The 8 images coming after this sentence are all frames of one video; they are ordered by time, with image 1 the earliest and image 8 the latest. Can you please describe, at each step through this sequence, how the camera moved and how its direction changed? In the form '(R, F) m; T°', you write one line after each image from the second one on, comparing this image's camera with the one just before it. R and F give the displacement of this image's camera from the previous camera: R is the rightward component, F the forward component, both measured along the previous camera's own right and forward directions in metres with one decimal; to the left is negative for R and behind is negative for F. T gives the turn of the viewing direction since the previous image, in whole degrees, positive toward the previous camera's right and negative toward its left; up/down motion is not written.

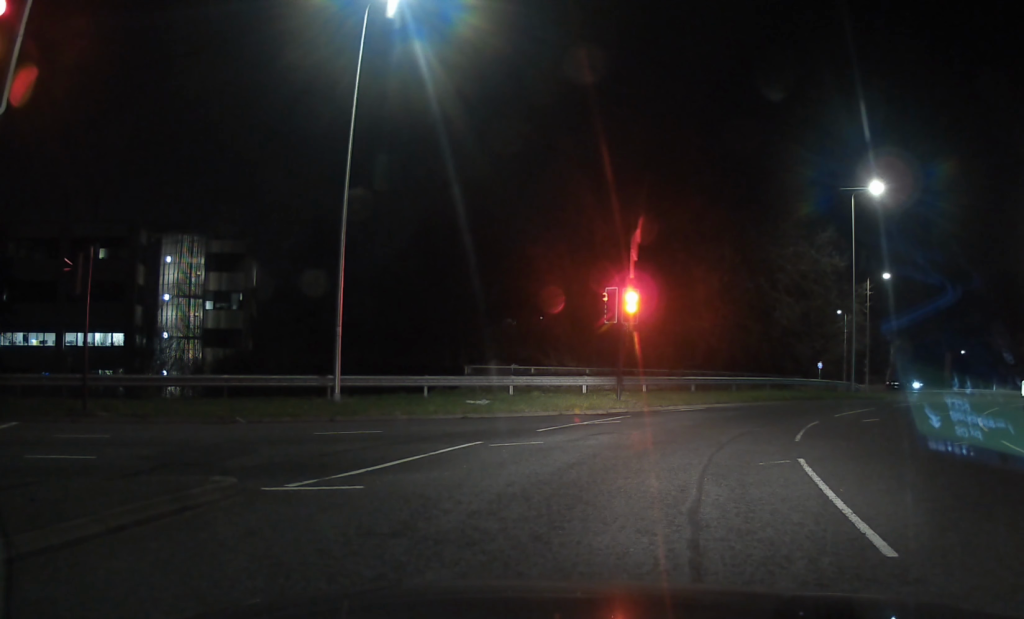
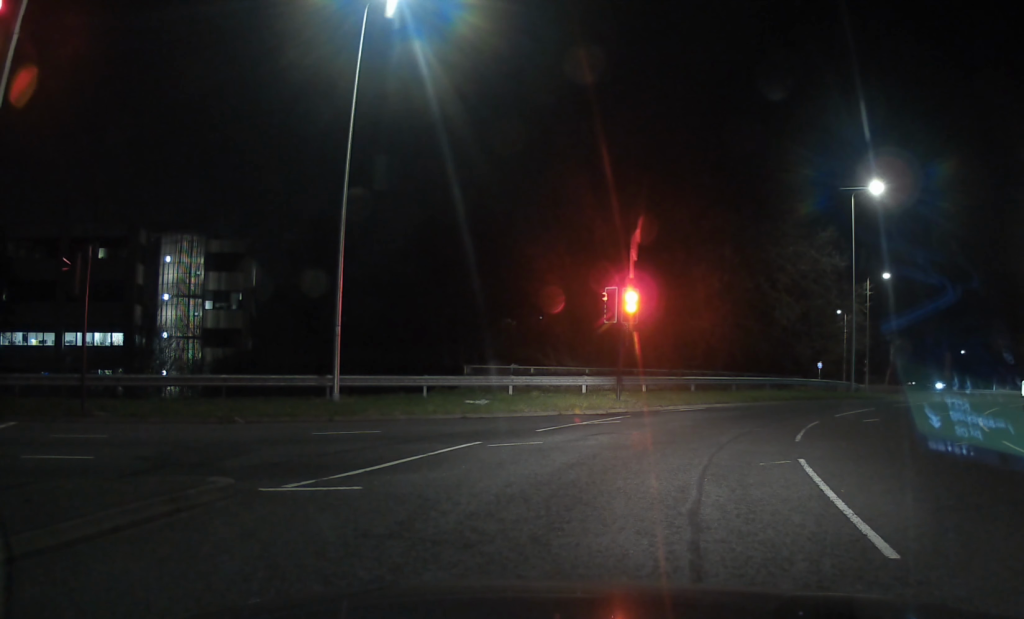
(0.0, +0.1) m; 0°
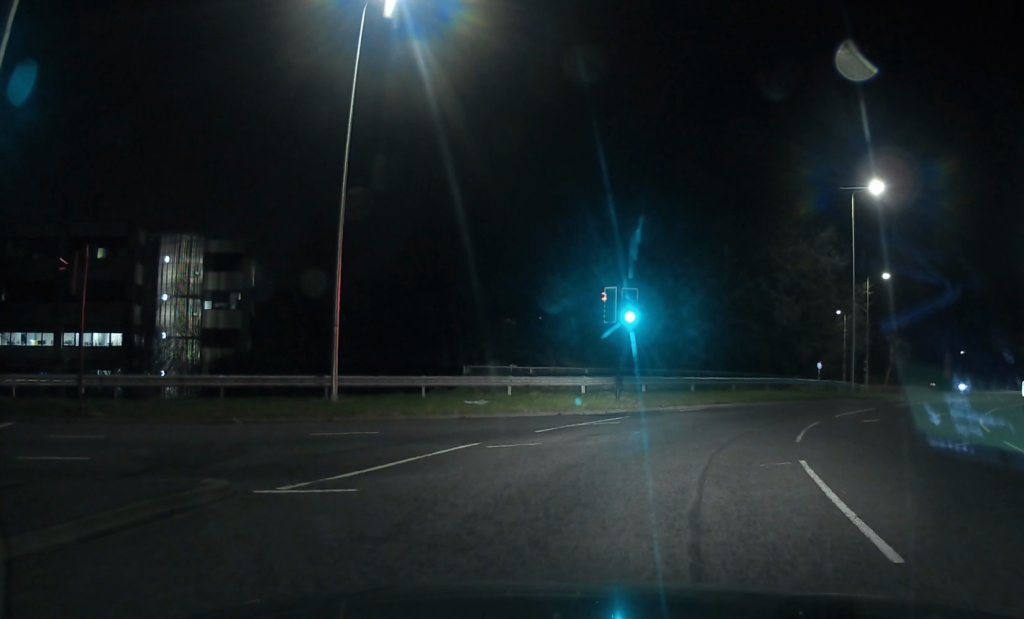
(+0.3, +0.4) m; 0°
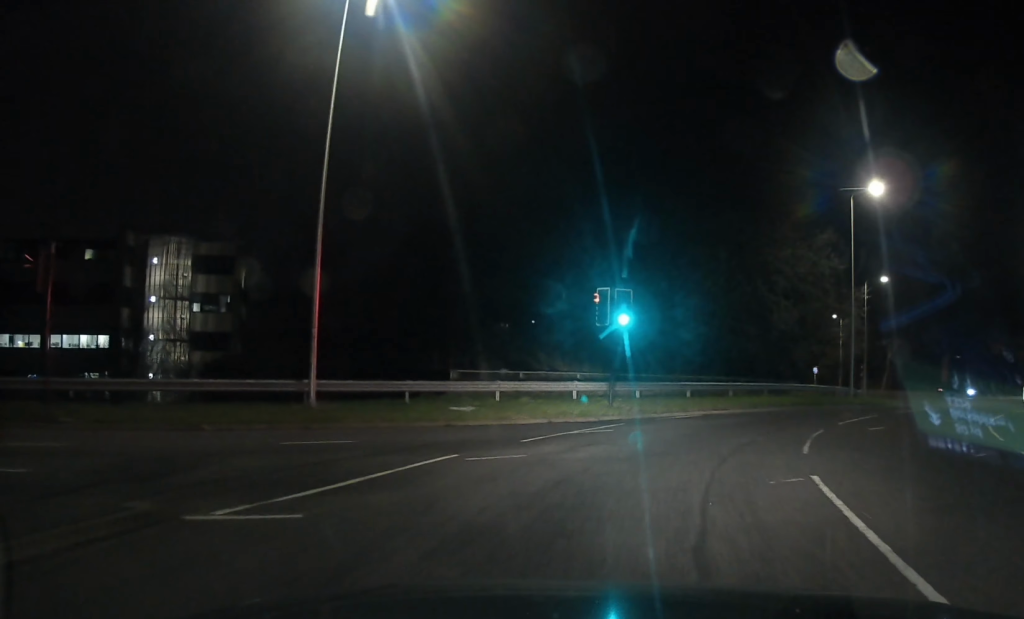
(0.0, +1.3) m; 0°
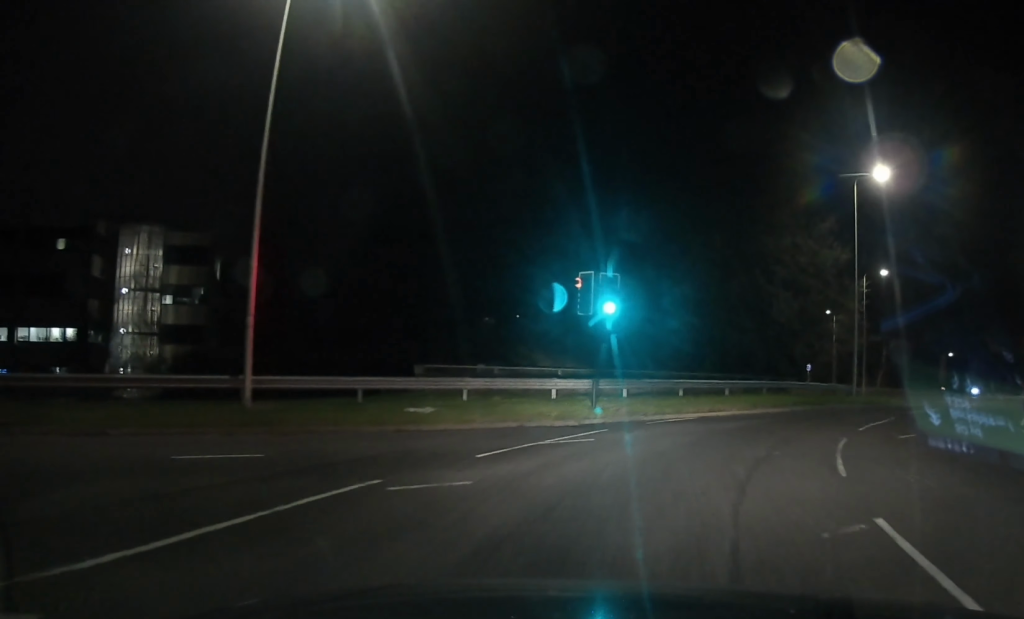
(0.0, +2.5) m; +3°
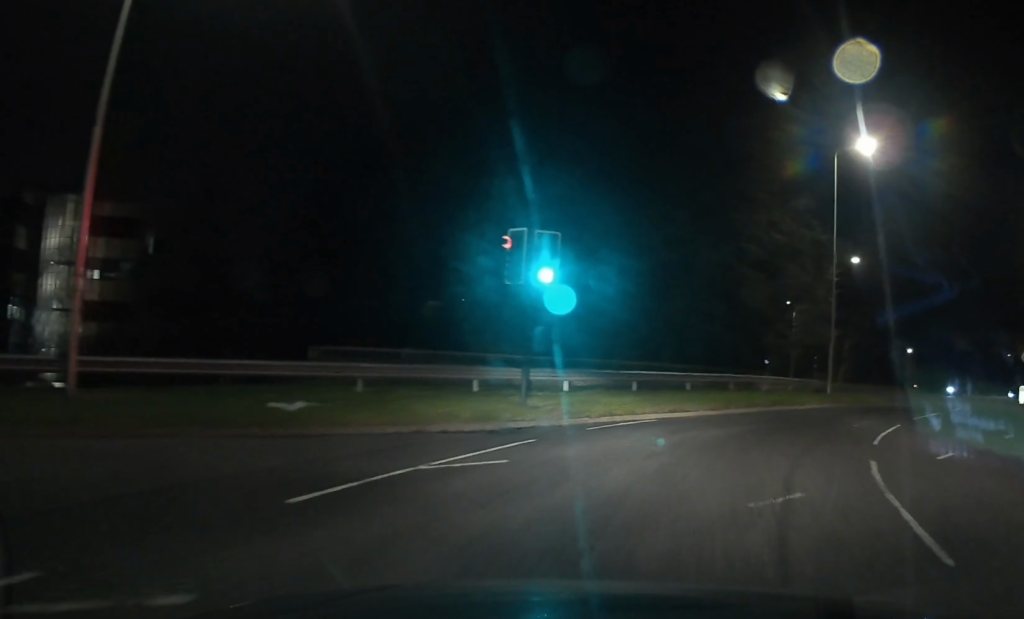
(+0.2, +4.0) m; +6°
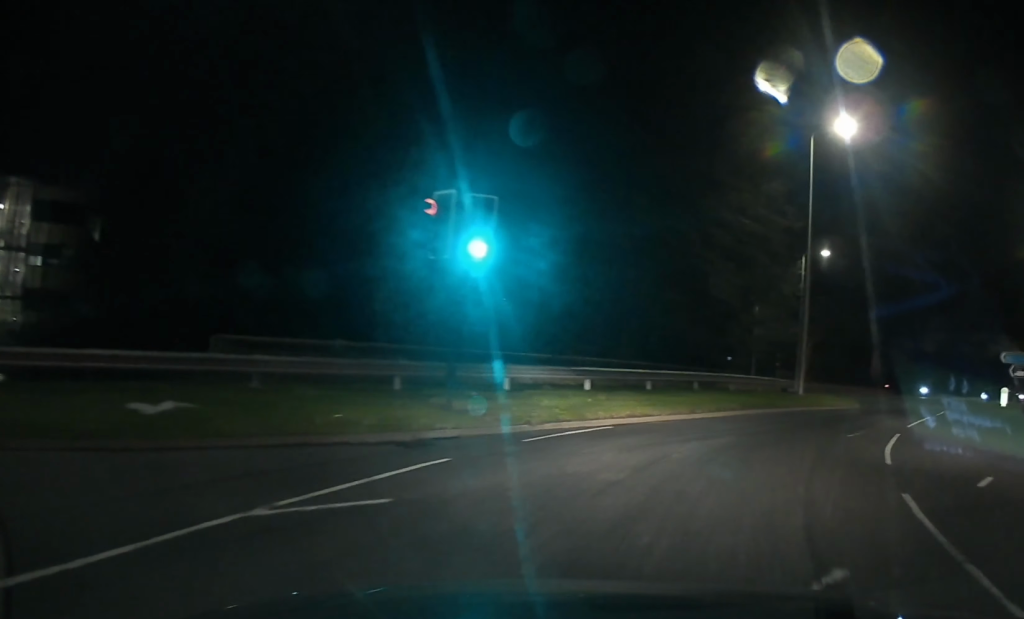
(-0.1, +3.0) m; +4°
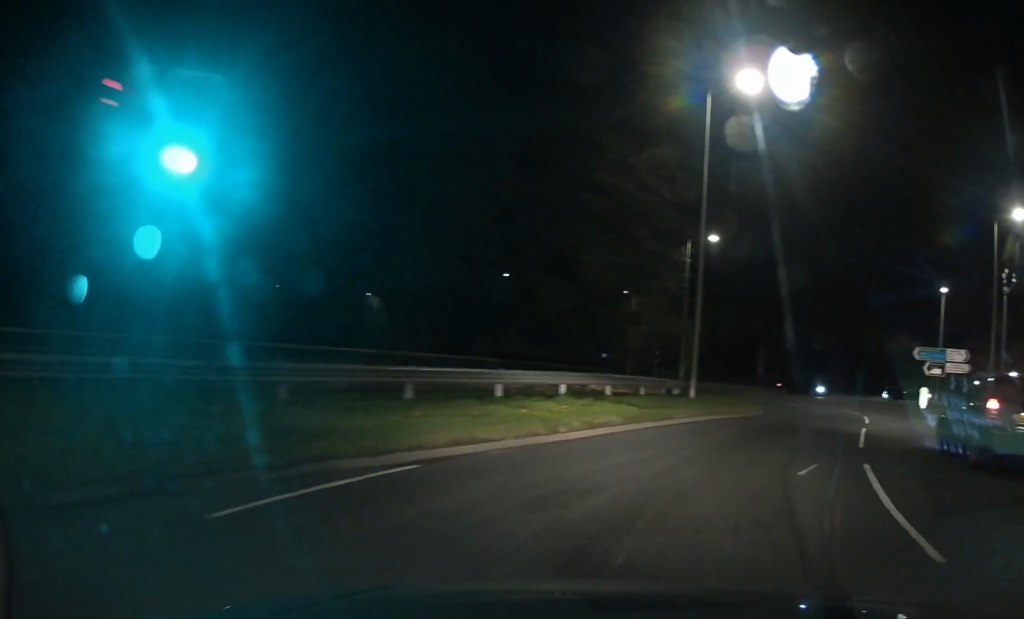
(+0.6, +6.3) m; +8°
